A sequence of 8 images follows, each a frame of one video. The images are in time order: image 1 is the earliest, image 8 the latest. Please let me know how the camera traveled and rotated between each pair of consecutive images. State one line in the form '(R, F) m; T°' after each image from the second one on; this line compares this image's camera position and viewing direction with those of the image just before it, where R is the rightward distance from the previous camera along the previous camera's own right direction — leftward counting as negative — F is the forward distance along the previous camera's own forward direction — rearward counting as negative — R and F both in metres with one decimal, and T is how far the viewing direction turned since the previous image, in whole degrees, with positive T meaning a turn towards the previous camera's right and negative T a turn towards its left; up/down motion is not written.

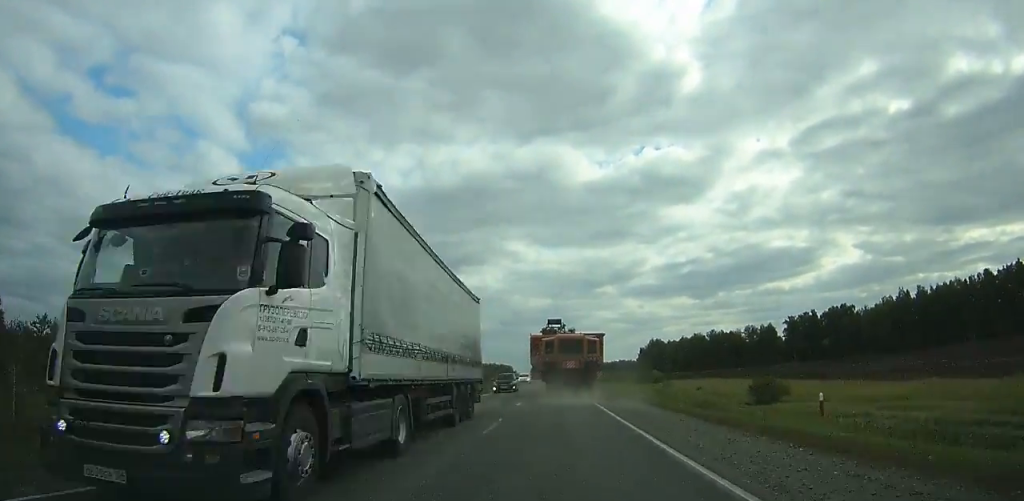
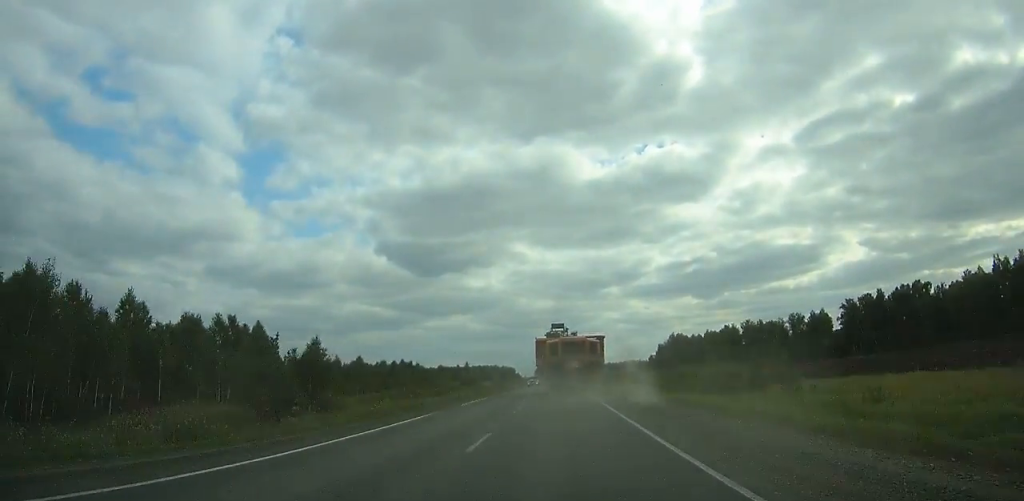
(-0.2, +51.8) m; 0°
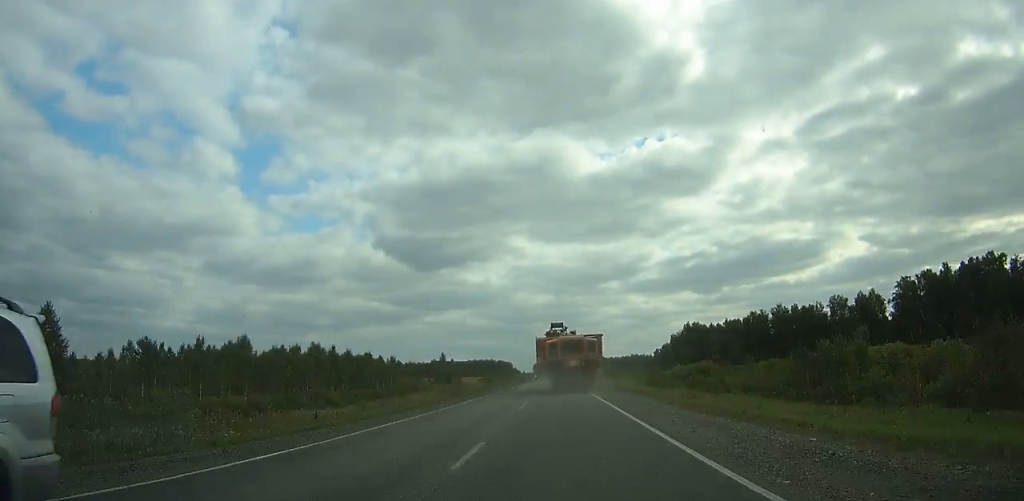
(0.0, +38.1) m; 0°
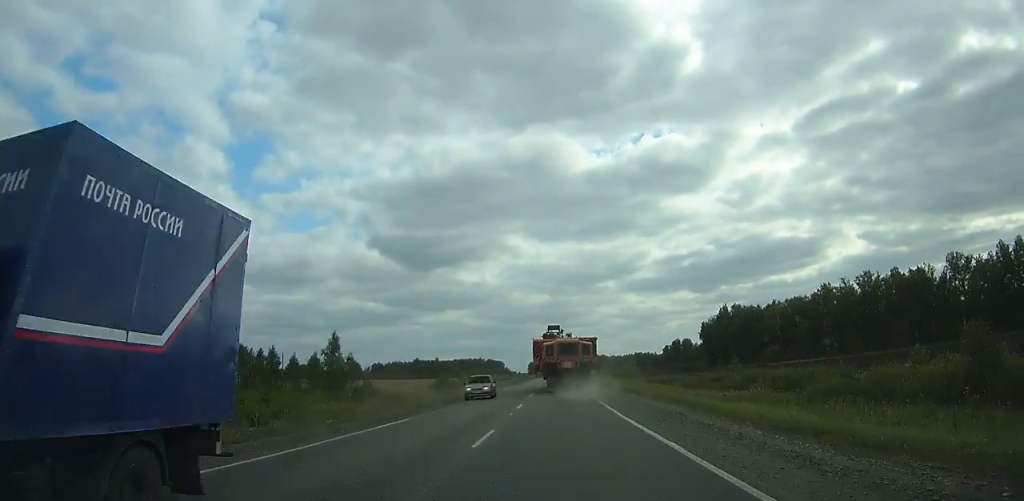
(-0.1, +69.1) m; 0°
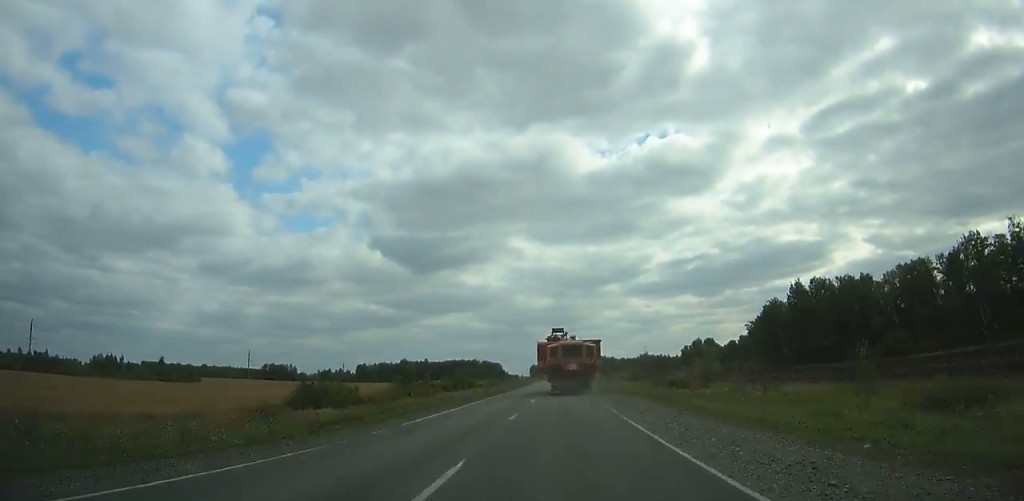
(+0.1, +64.5) m; 0°
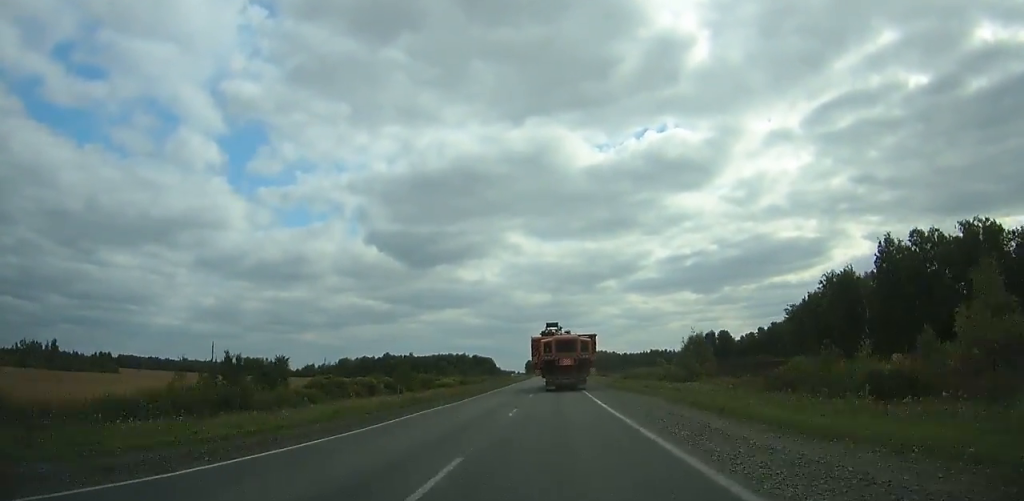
(+0.1, +46.5) m; 0°
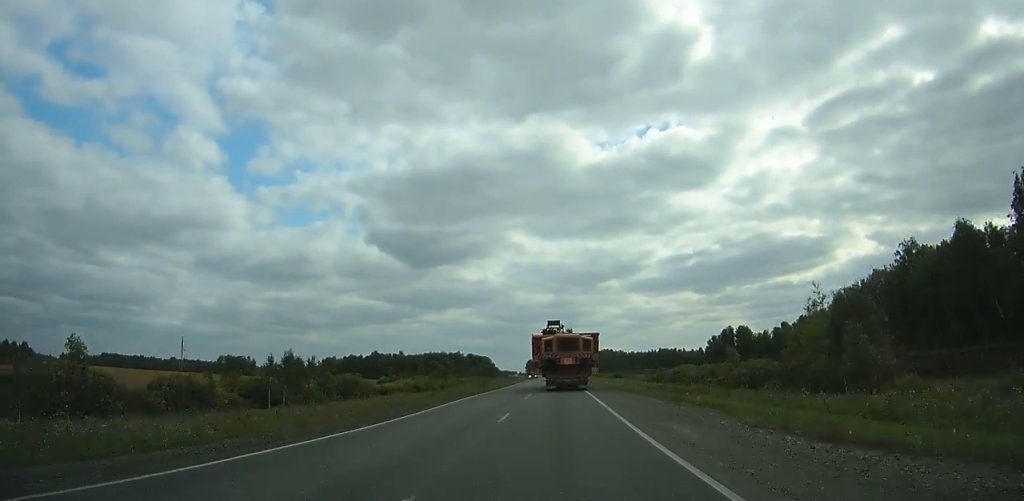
(0.0, +38.3) m; 0°
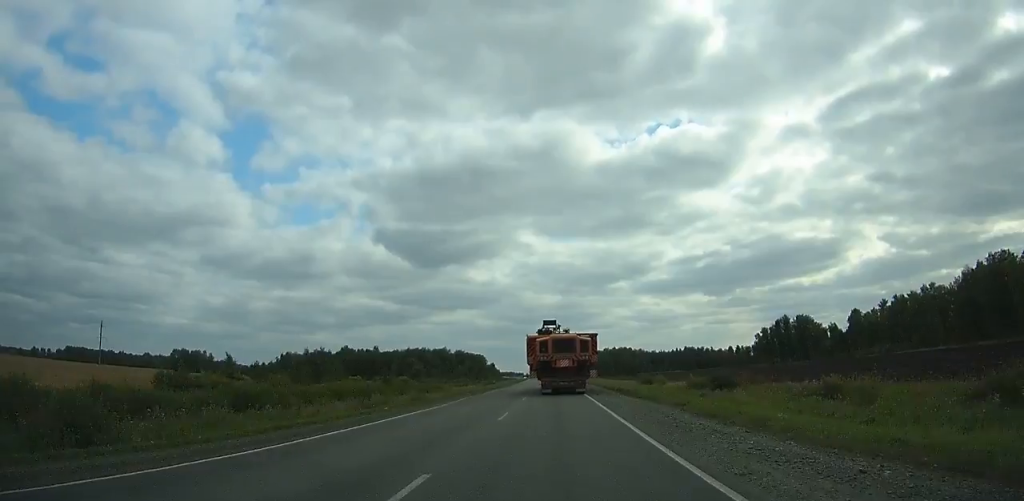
(-0.3, +81.9) m; -1°
